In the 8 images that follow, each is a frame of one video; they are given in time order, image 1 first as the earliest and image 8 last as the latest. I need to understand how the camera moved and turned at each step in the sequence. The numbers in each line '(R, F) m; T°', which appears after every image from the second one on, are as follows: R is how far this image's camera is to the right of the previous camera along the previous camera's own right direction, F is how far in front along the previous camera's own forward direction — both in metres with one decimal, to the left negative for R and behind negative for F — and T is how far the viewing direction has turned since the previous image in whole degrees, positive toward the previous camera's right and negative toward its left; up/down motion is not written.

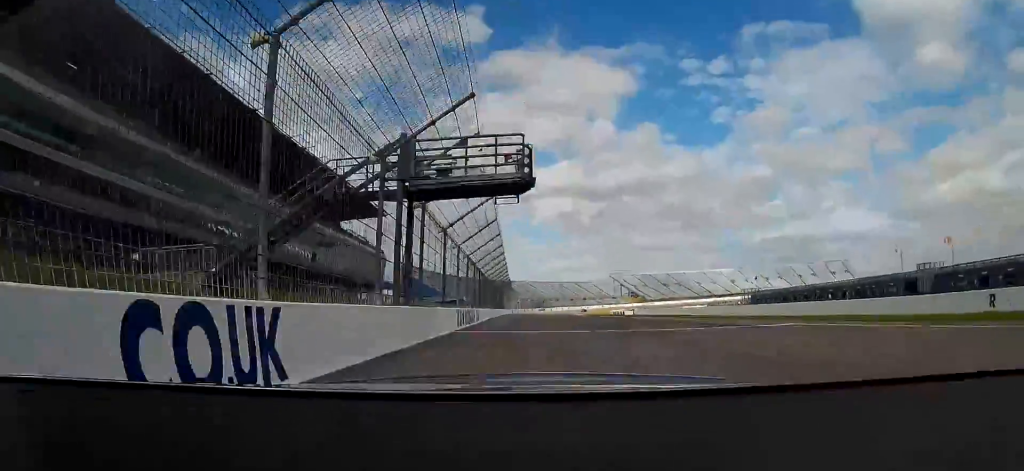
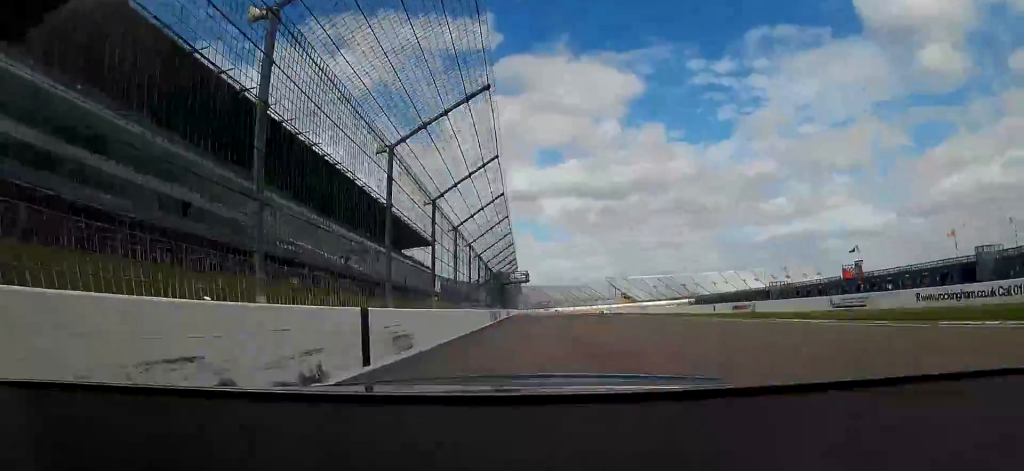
(-0.4, +66.7) m; -1°
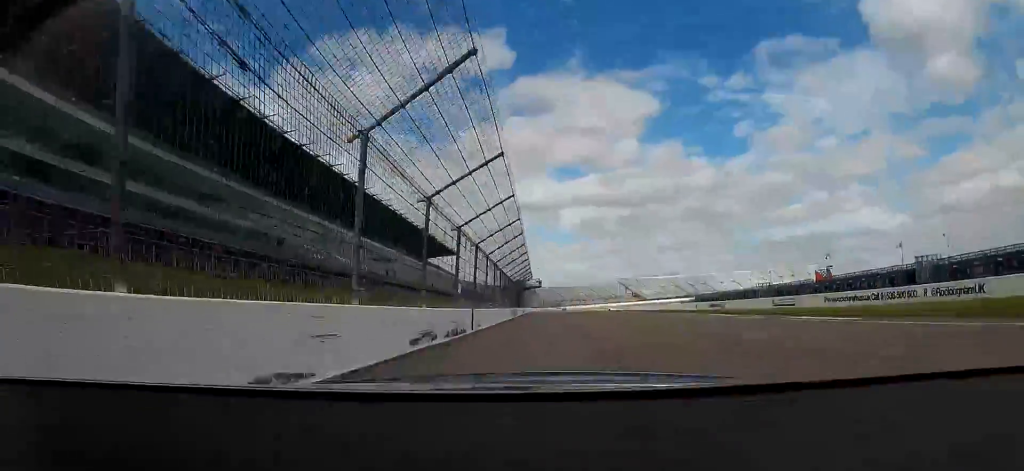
(+0.1, +20.1) m; -1°
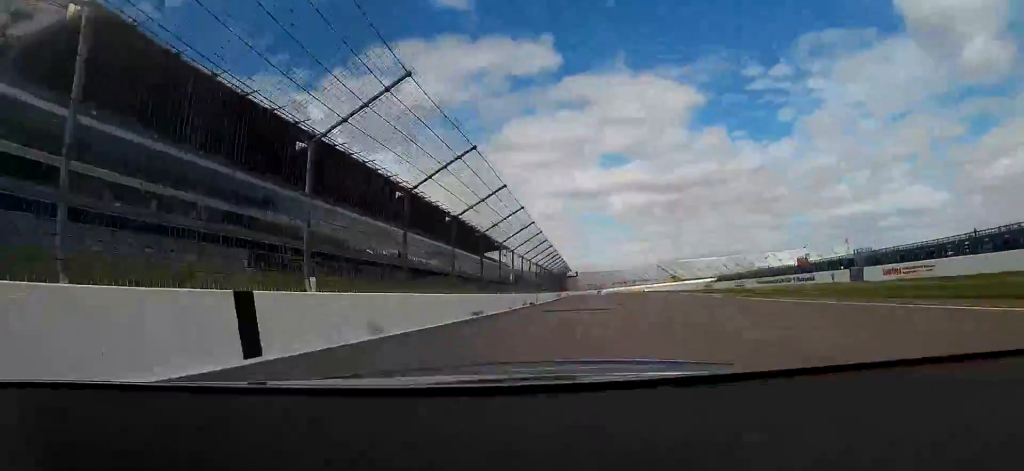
(-0.7, +39.2) m; -3°
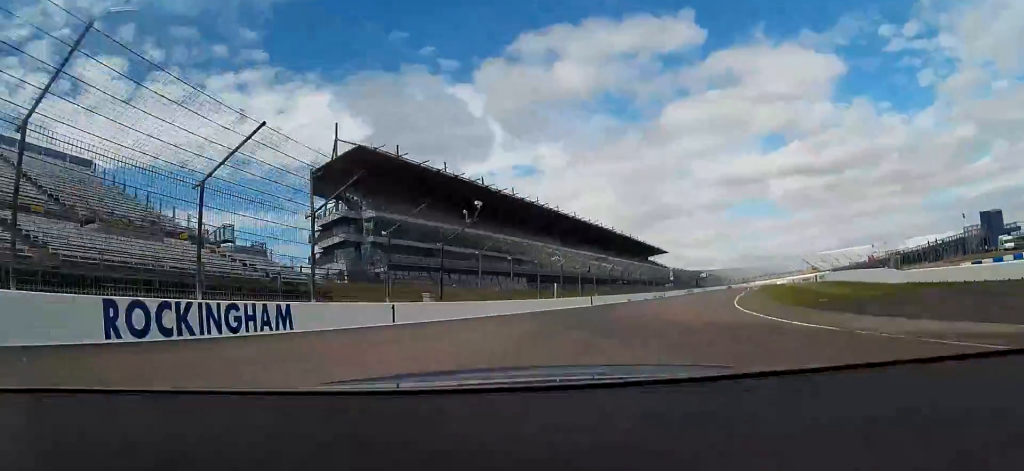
(-8.0, +68.8) m; -17°
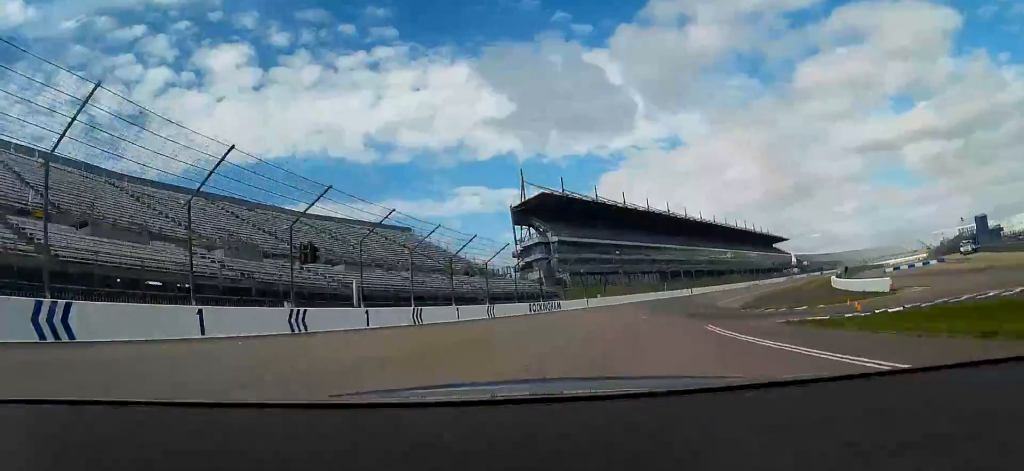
(-7.7, +52.1) m; -18°
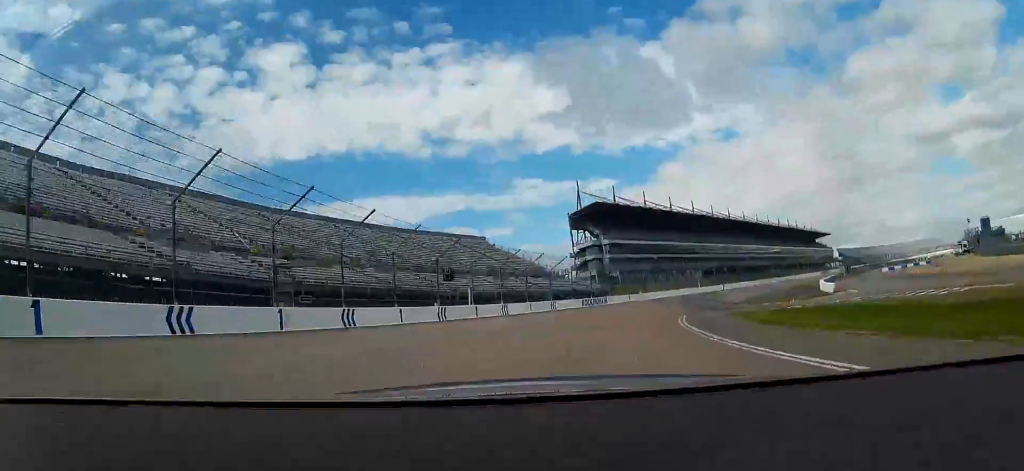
(-1.9, +21.0) m; -5°
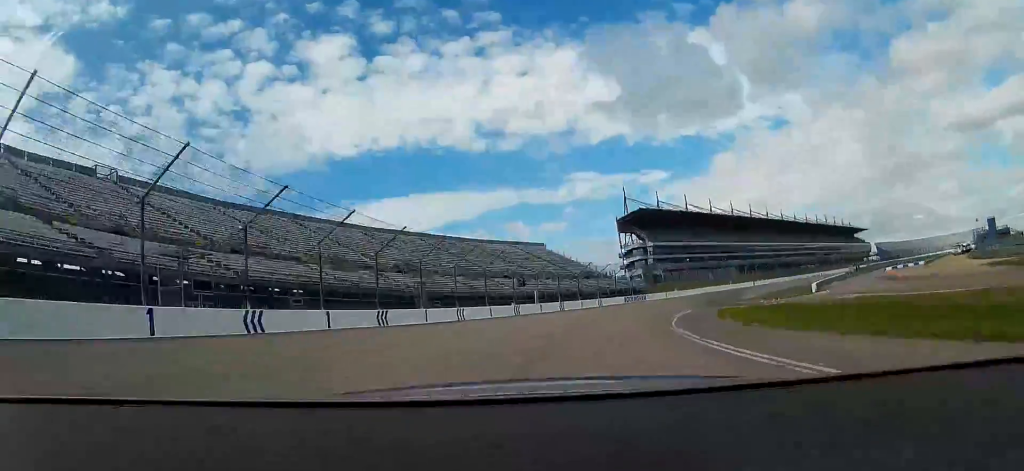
(-0.5, +19.9) m; -5°
